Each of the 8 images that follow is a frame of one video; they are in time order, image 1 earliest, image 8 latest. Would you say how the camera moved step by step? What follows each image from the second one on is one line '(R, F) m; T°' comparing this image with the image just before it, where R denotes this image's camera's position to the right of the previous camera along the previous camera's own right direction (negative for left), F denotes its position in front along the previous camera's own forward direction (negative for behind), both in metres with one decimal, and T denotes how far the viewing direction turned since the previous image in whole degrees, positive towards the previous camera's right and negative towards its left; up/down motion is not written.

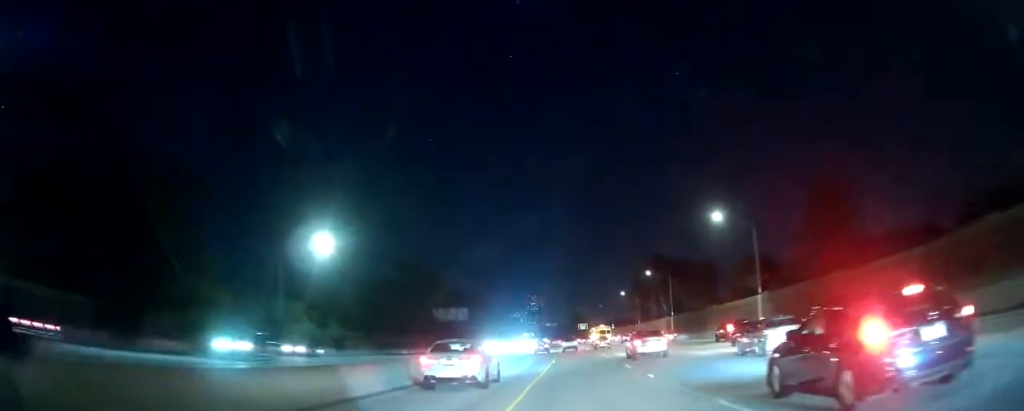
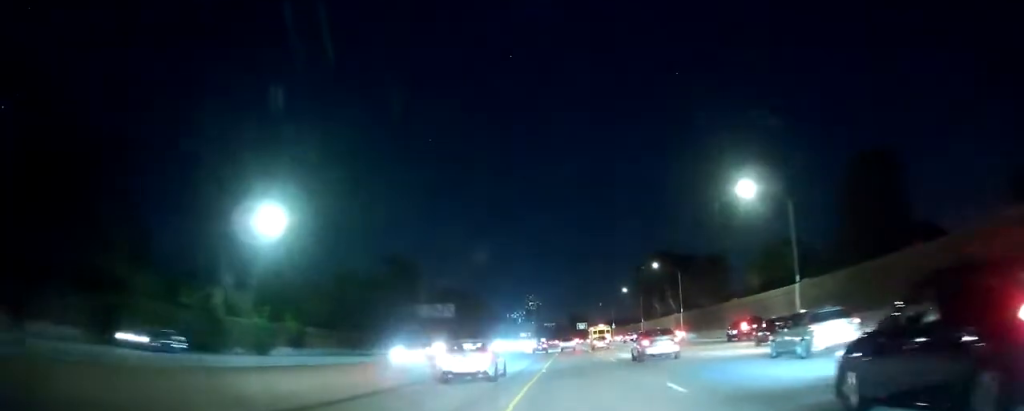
(0.0, +12.0) m; 0°
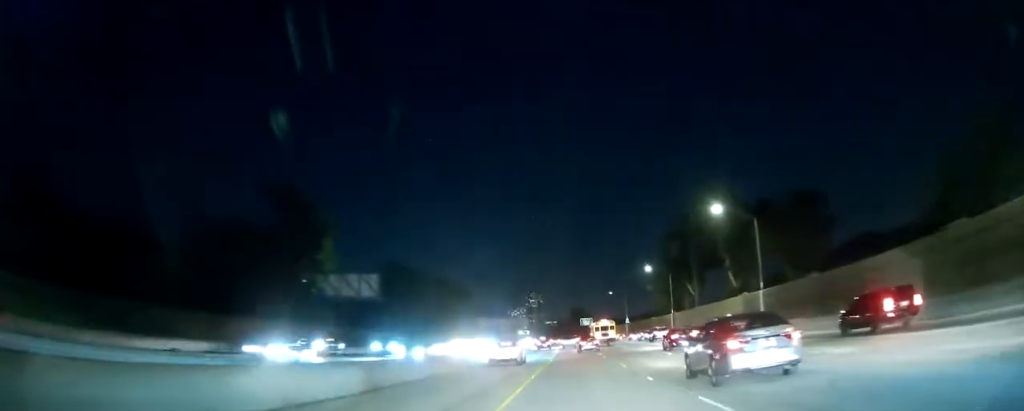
(-0.1, +47.7) m; 0°
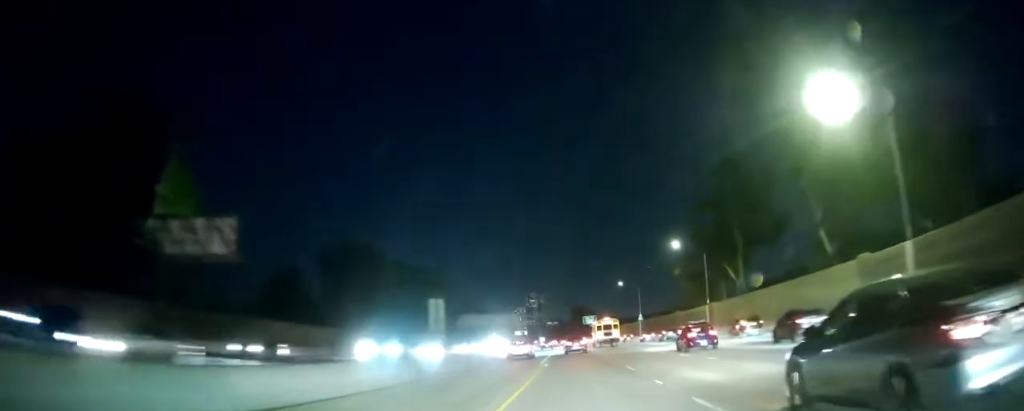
(0.0, +30.9) m; 0°
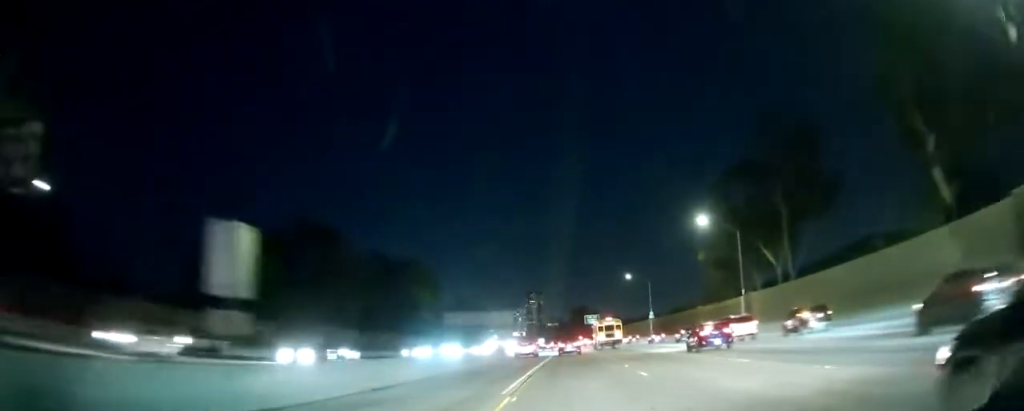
(+0.2, +17.7) m; 0°
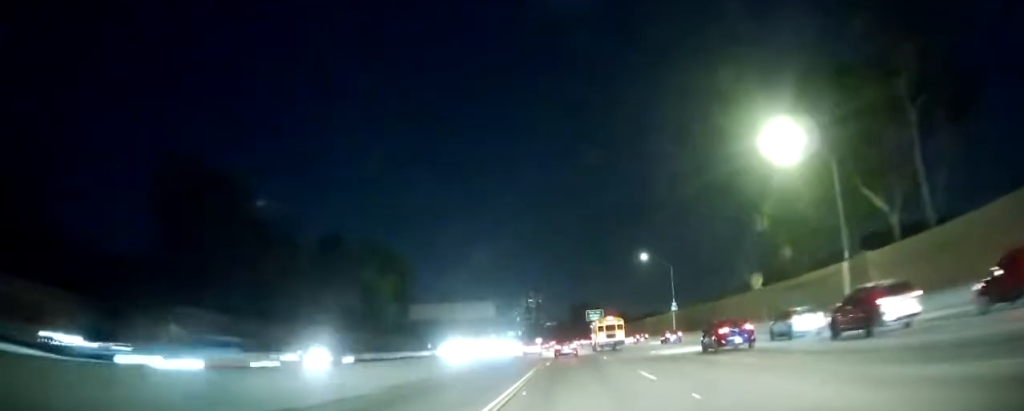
(-0.2, +28.3) m; 0°
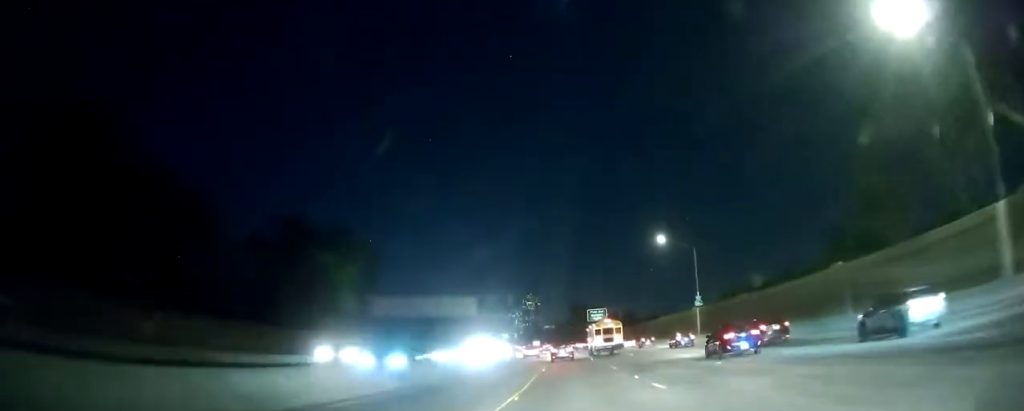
(+0.1, +19.6) m; 0°
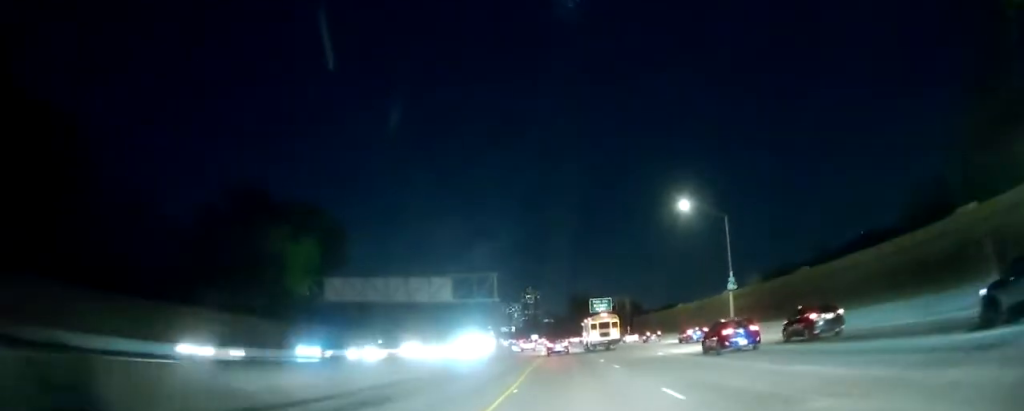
(0.0, +16.7) m; 0°
